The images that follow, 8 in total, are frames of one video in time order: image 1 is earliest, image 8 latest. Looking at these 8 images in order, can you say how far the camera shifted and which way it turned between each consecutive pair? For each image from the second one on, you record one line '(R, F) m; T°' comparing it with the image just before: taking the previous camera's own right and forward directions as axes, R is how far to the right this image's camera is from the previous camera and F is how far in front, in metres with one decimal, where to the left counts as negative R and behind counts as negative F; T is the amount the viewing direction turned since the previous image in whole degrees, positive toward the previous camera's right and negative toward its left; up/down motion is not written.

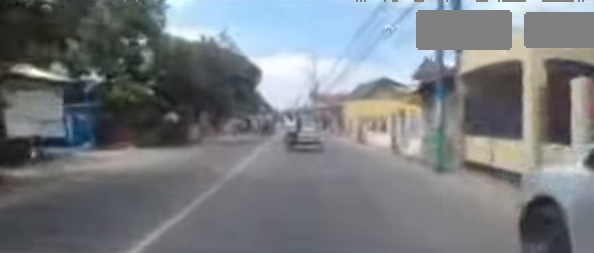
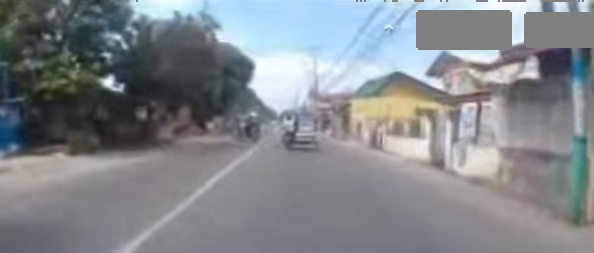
(0.0, +4.3) m; 0°
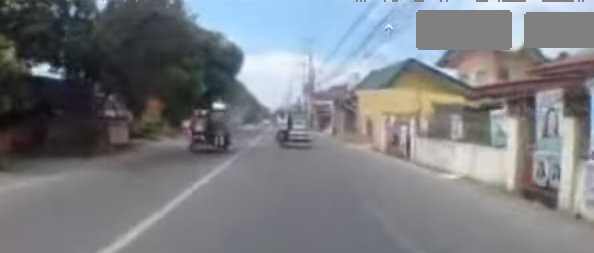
(0.0, +4.2) m; 0°
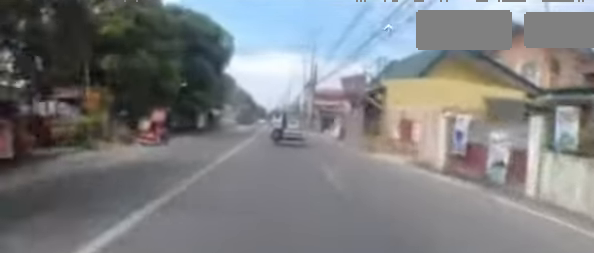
(0.0, +5.2) m; 0°
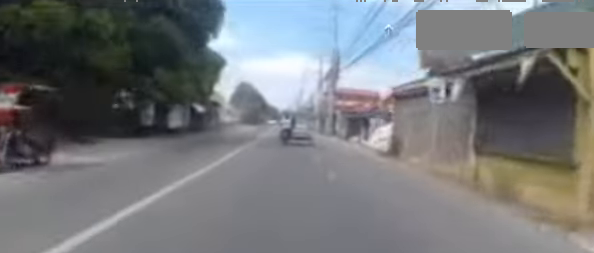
(0.0, +8.4) m; 0°
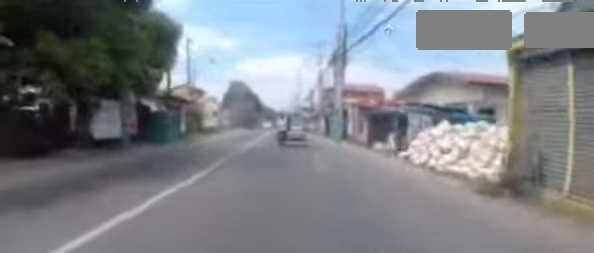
(0.0, +6.7) m; 0°
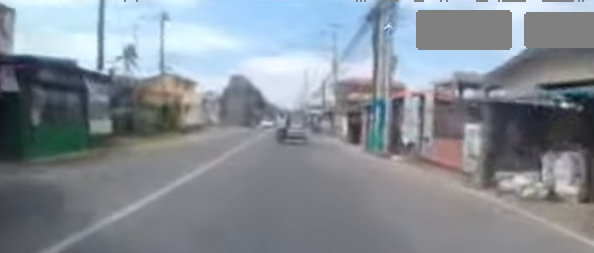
(0.0, +9.5) m; 0°
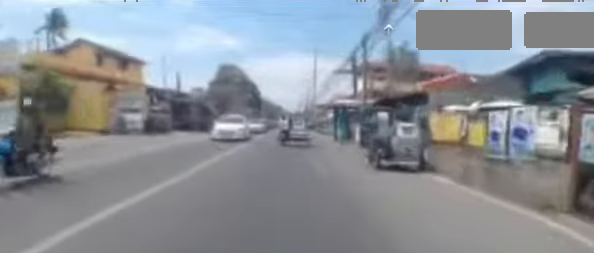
(-0.9, +19.5) m; -3°
